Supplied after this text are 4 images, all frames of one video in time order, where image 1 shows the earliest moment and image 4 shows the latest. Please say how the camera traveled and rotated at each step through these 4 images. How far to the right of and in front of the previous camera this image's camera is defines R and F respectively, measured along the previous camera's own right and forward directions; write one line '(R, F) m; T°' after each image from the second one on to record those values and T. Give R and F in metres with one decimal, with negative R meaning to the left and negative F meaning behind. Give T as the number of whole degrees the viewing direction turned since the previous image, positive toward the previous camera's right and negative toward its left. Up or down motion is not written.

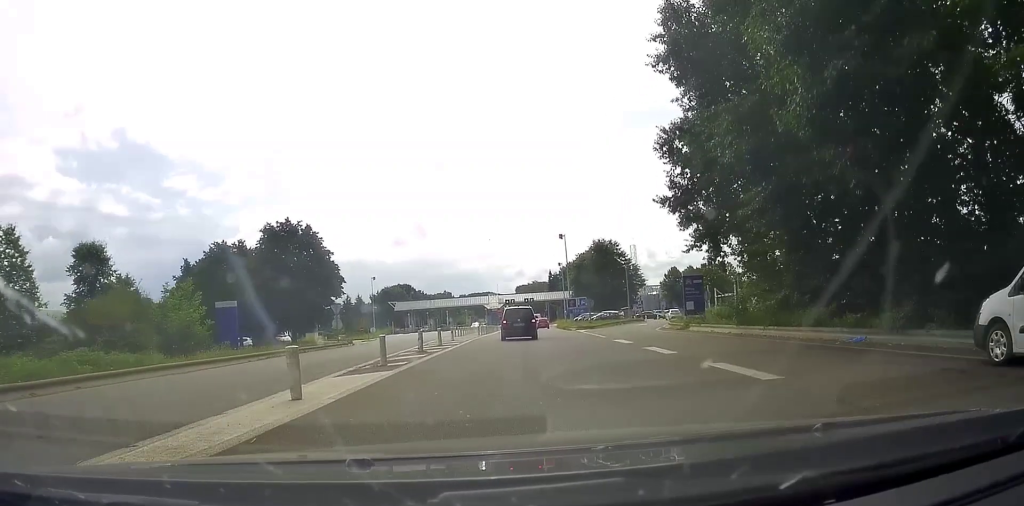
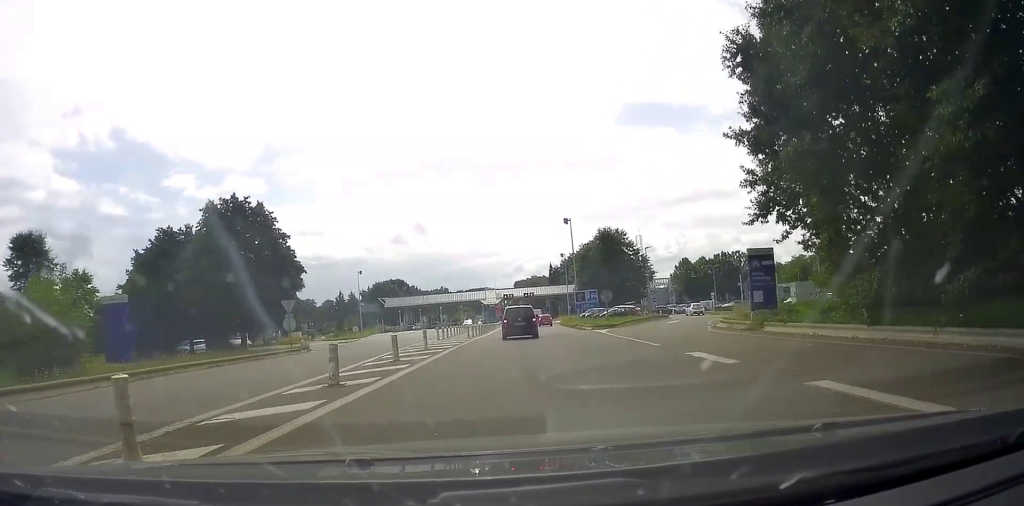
(0.0, +11.0) m; +1°
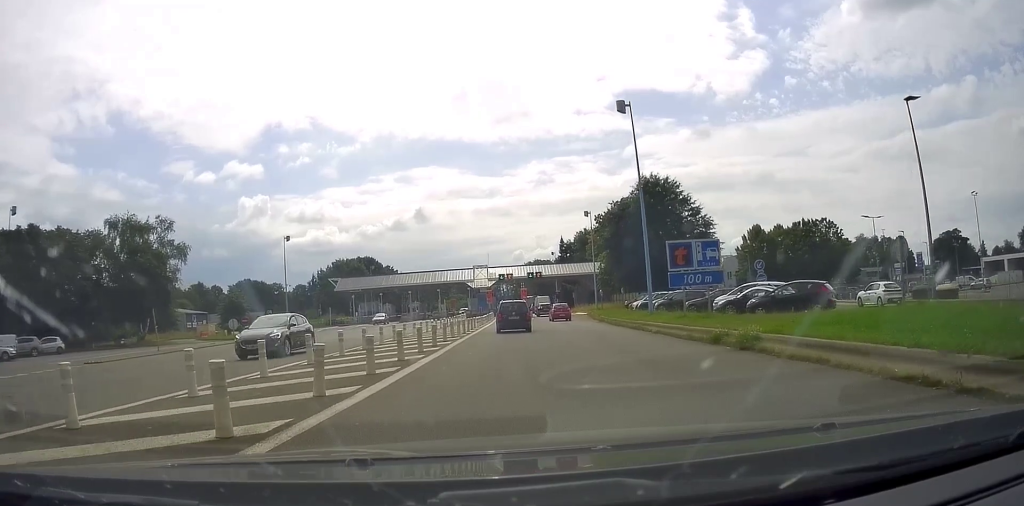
(+0.7, +38.9) m; +1°
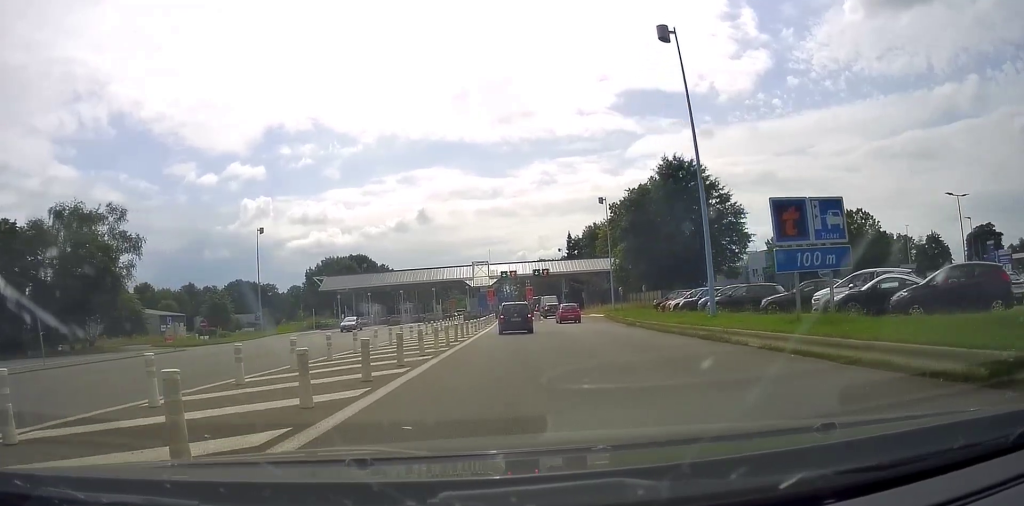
(-0.3, +8.8) m; -2°
